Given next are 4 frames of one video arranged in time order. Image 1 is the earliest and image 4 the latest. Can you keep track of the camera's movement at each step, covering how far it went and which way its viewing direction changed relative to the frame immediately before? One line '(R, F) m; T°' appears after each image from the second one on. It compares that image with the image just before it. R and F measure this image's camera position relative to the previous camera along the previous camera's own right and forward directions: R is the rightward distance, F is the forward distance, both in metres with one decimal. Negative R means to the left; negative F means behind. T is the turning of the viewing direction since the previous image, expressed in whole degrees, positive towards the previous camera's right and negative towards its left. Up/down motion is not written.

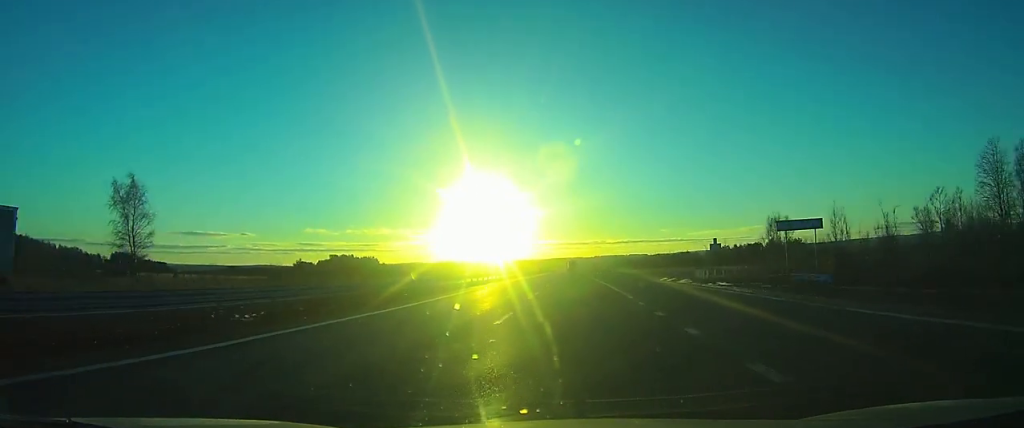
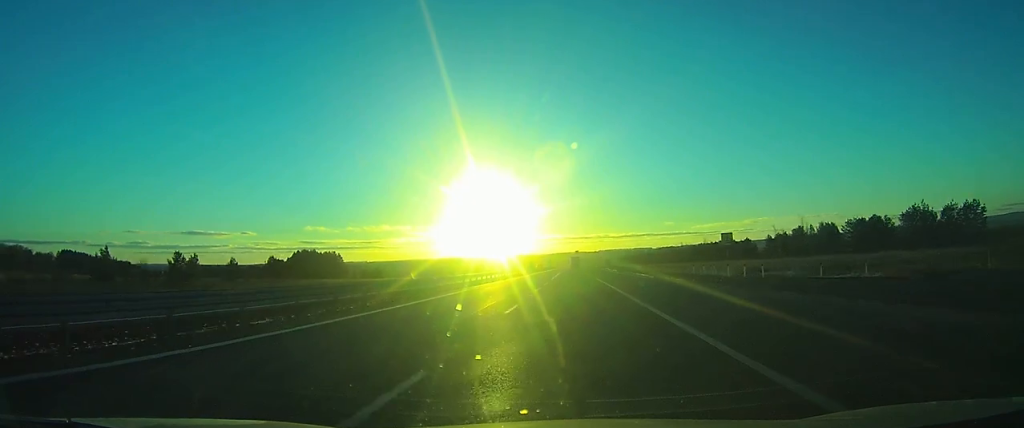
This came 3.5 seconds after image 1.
(-0.4, +77.5) m; 0°
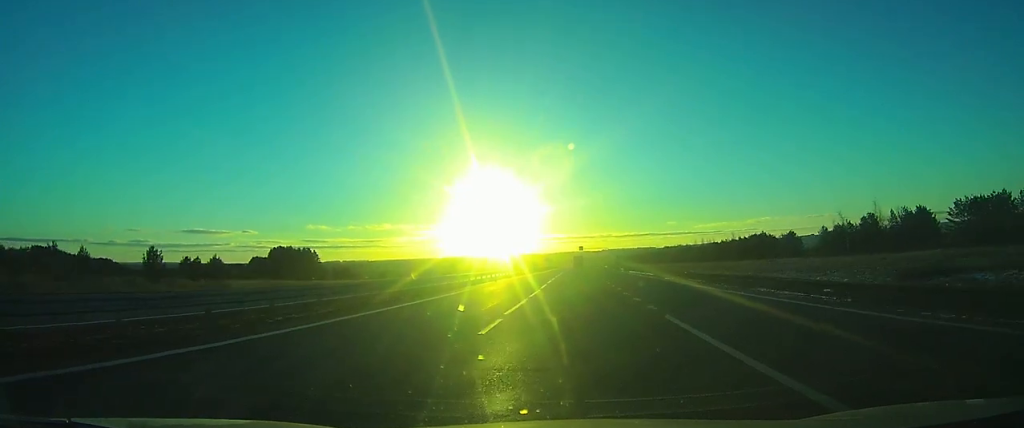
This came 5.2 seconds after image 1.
(0.0, +40.3) m; 0°
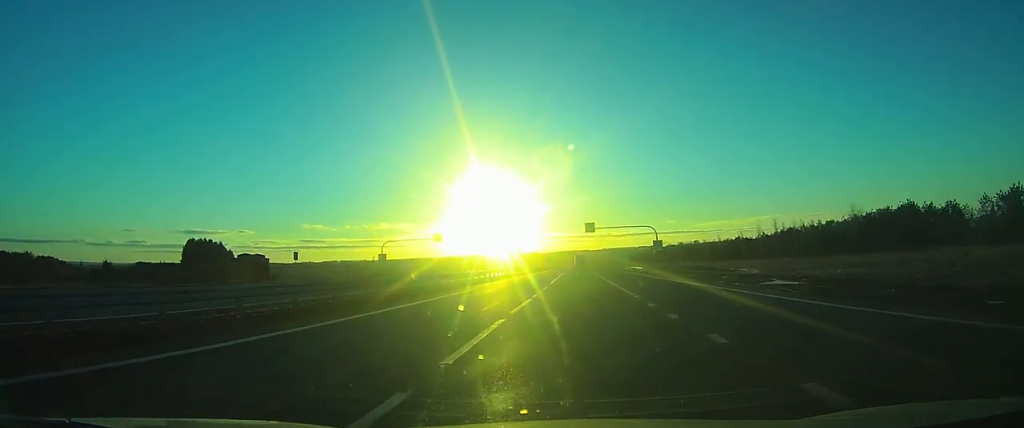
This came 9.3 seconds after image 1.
(+0.1, +97.2) m; 0°
